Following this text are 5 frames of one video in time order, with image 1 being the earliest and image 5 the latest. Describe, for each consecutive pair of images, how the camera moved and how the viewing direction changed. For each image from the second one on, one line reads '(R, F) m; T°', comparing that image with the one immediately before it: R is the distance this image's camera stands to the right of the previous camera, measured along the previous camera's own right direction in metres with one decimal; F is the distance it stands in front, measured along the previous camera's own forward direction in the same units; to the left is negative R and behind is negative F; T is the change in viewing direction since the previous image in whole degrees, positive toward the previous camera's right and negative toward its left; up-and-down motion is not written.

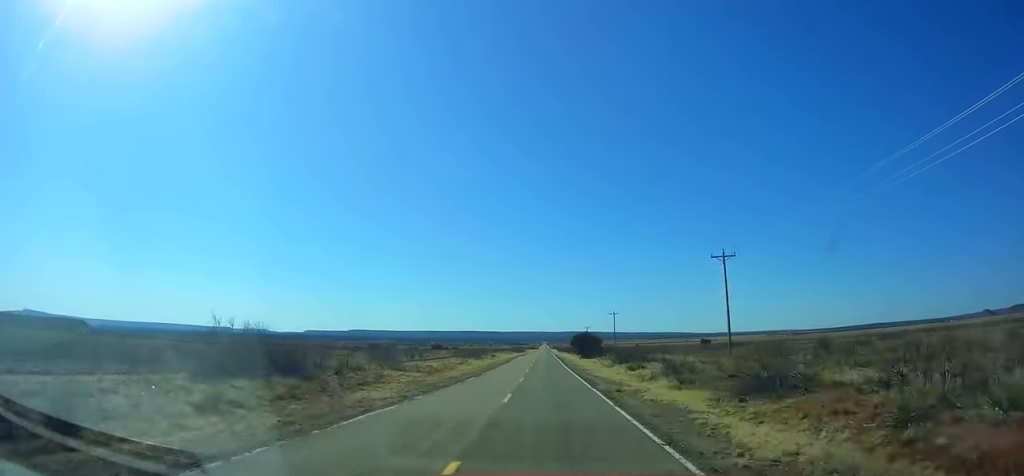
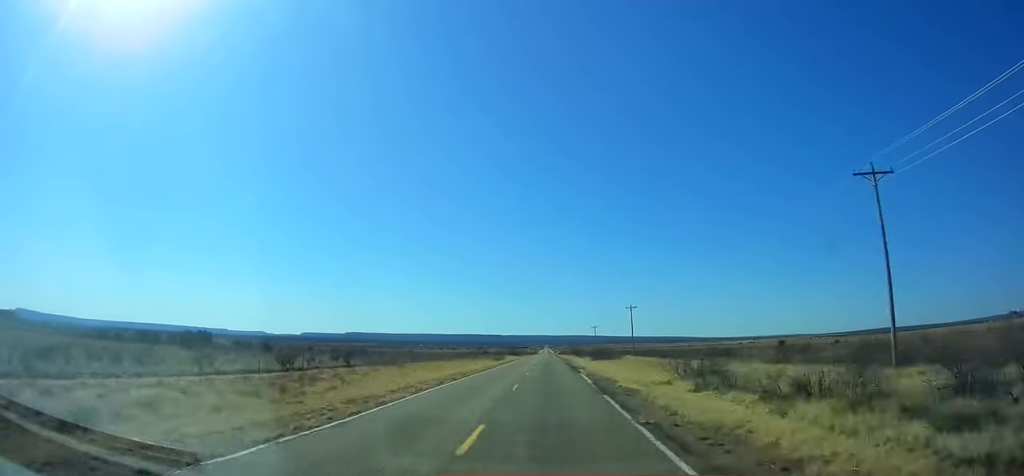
(-0.3, +292.6) m; 0°
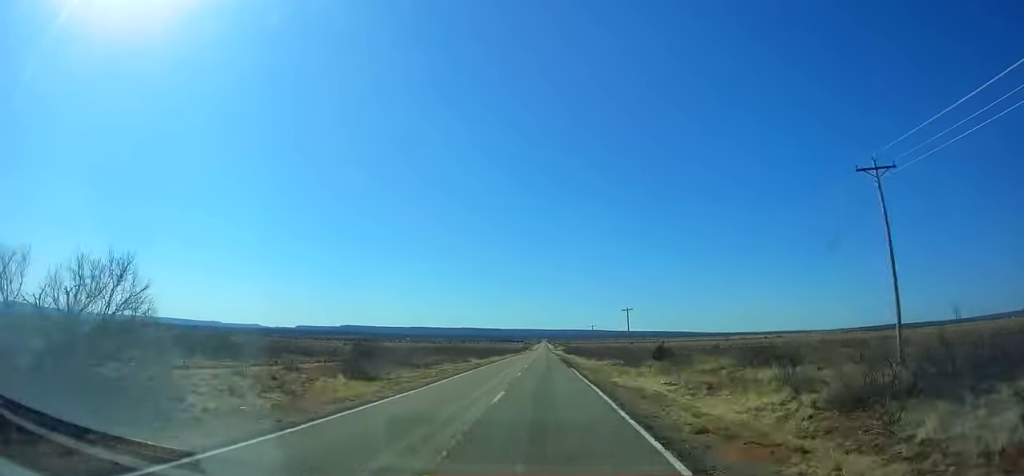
(+1.4, +177.9) m; 0°
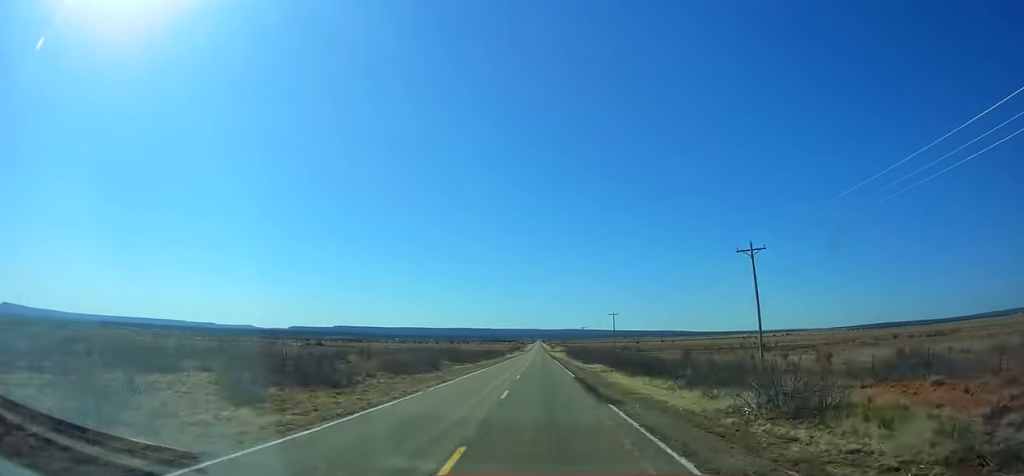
(-0.6, +72.0) m; 0°
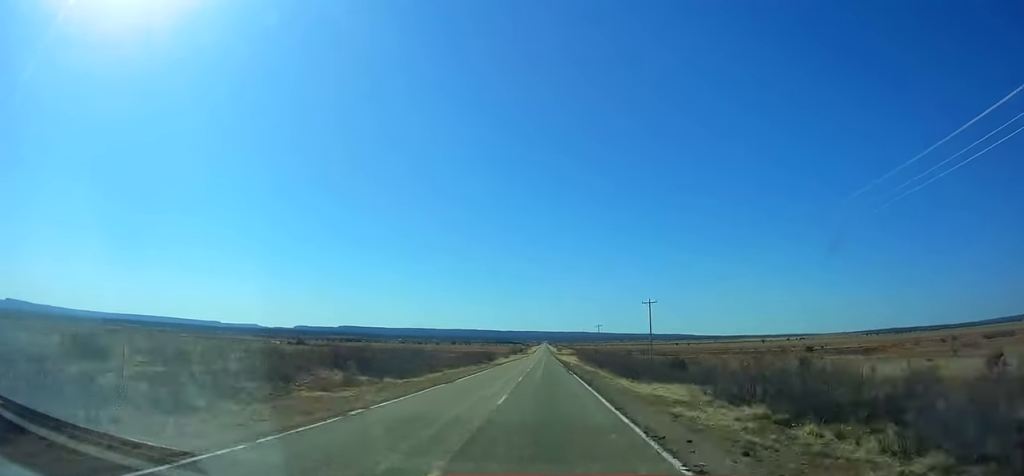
(-0.1, +38.9) m; 0°
